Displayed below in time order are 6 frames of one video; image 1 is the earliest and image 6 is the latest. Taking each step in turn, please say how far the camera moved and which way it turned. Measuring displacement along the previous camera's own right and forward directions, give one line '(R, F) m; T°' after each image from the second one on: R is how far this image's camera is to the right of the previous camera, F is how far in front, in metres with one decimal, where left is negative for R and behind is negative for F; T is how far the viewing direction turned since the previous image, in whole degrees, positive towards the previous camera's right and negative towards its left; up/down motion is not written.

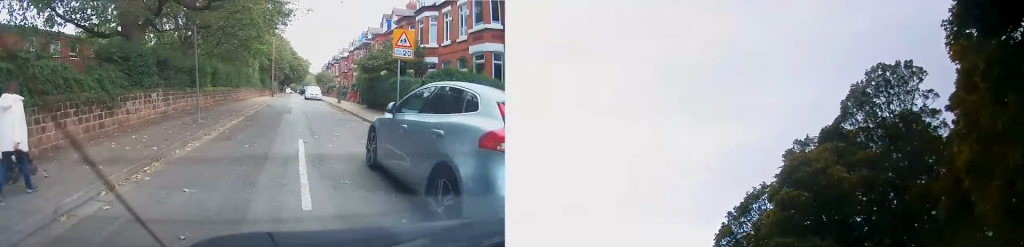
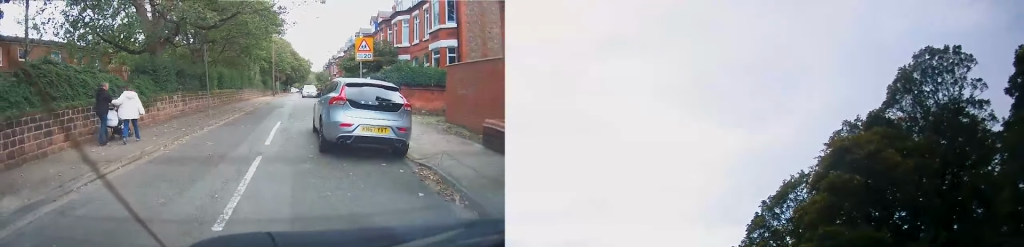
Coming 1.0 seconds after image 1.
(-0.3, +3.5) m; +1°
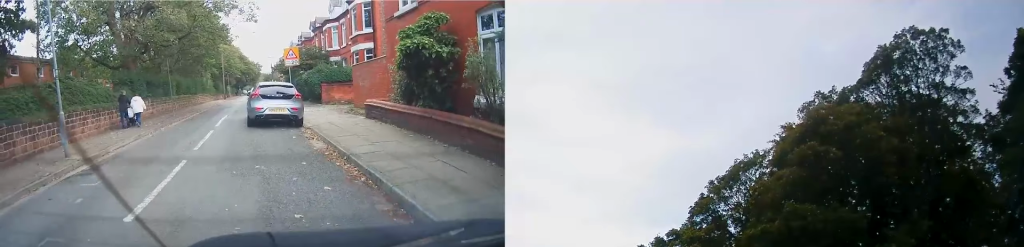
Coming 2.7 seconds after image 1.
(+0.6, +3.9) m; +12°
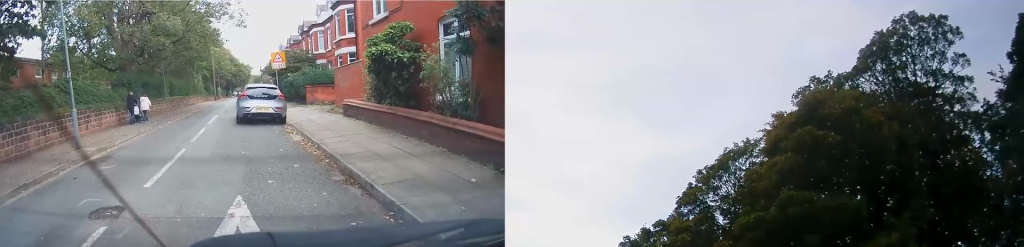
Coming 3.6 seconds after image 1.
(-0.1, +1.0) m; 0°
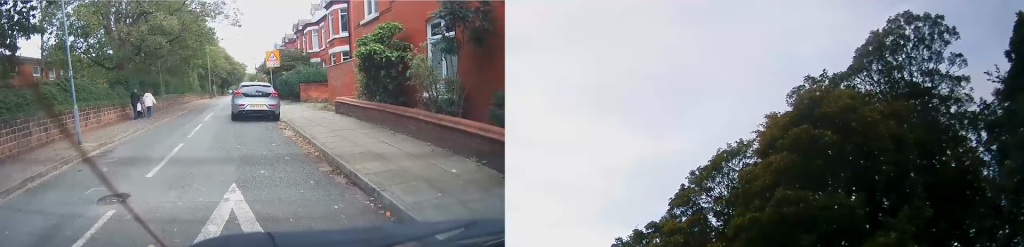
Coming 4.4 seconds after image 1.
(0.0, +0.3) m; 0°
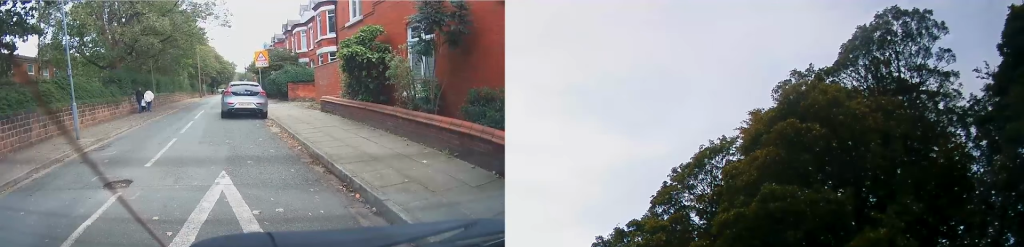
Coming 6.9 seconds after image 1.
(-0.1, +0.2) m; 0°
